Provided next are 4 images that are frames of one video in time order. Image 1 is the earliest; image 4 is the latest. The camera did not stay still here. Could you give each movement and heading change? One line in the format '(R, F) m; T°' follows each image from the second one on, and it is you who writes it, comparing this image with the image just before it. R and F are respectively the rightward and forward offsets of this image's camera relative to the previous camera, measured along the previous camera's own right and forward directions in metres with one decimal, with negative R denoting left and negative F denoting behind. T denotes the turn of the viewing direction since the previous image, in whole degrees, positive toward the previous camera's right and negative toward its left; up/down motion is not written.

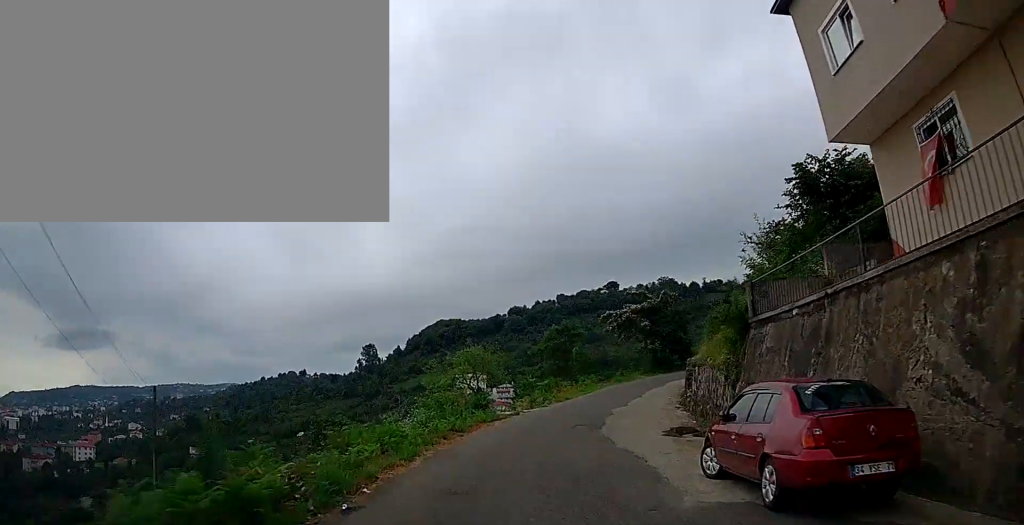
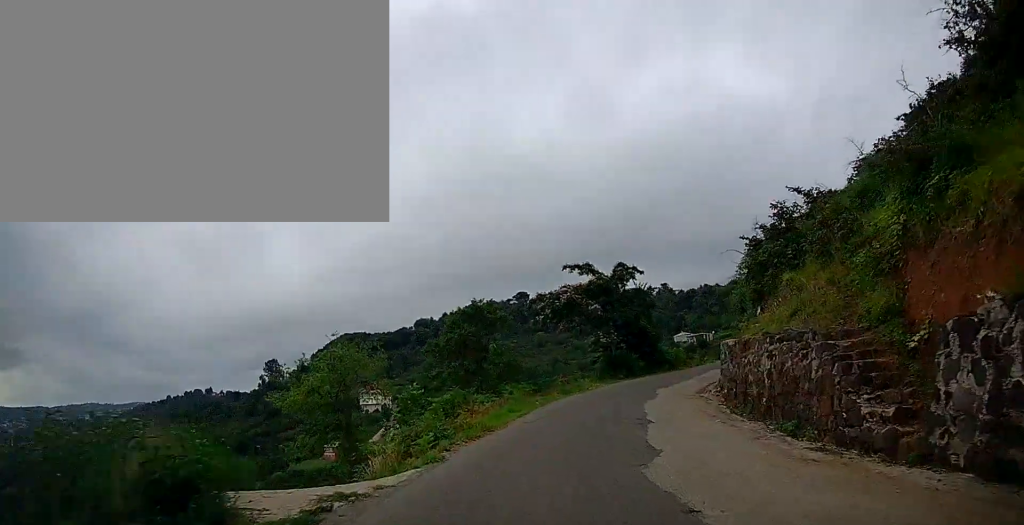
(+0.7, +17.5) m; +6°
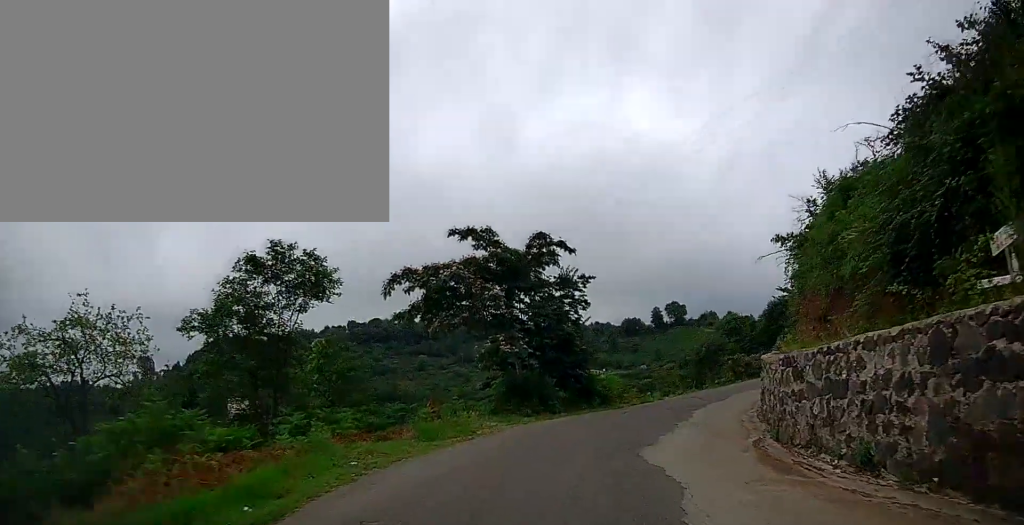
(+1.6, +14.9) m; +15°
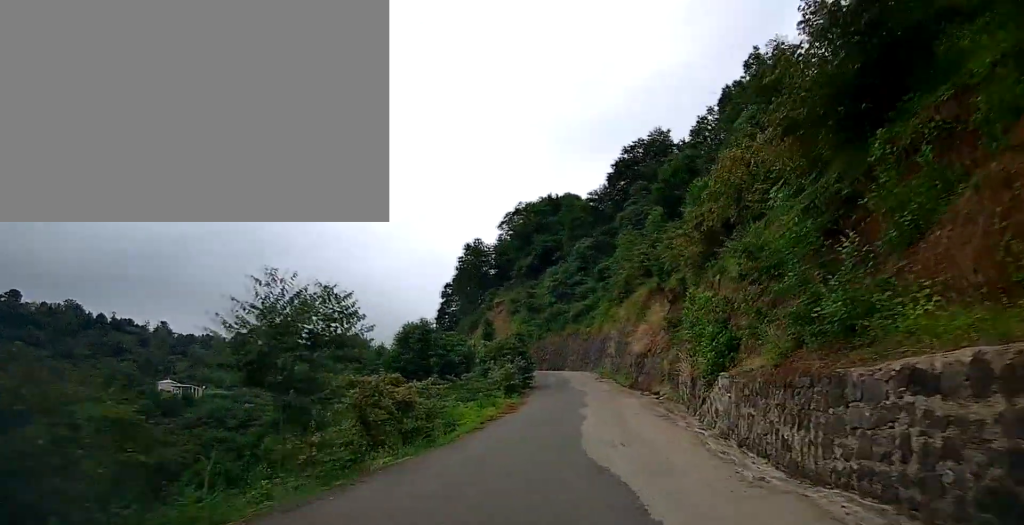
(+8.3, +28.1) m; +38°
